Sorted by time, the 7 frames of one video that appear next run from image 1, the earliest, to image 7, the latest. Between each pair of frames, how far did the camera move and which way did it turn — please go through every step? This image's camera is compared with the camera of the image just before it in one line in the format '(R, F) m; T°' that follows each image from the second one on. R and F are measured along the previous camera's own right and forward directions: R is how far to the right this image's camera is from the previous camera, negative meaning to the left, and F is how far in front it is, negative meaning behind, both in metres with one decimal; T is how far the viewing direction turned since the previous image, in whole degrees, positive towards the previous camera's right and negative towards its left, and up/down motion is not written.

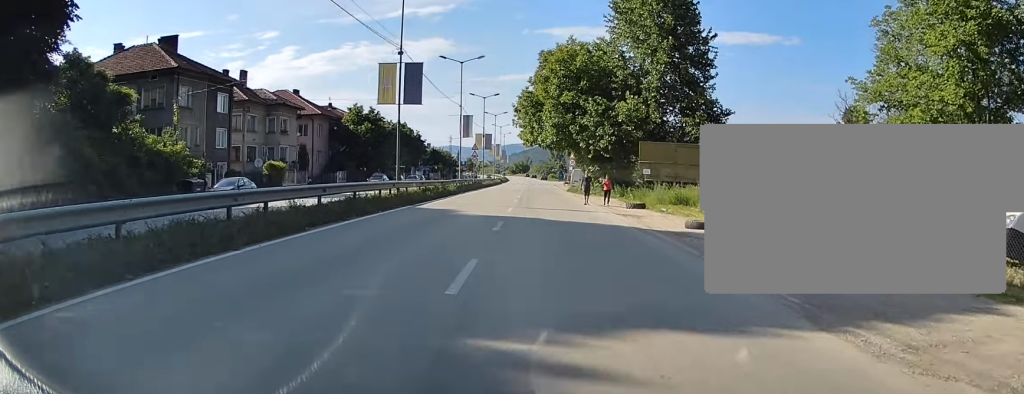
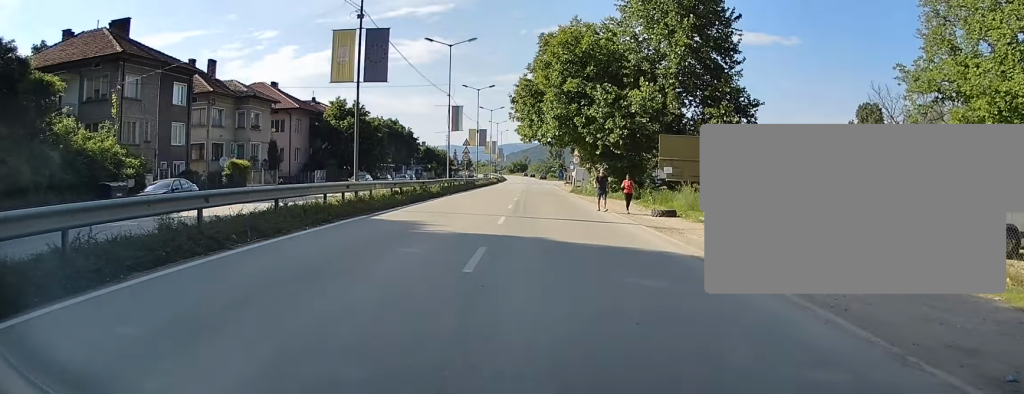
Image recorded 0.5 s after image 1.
(-0.1, +7.5) m; 0°
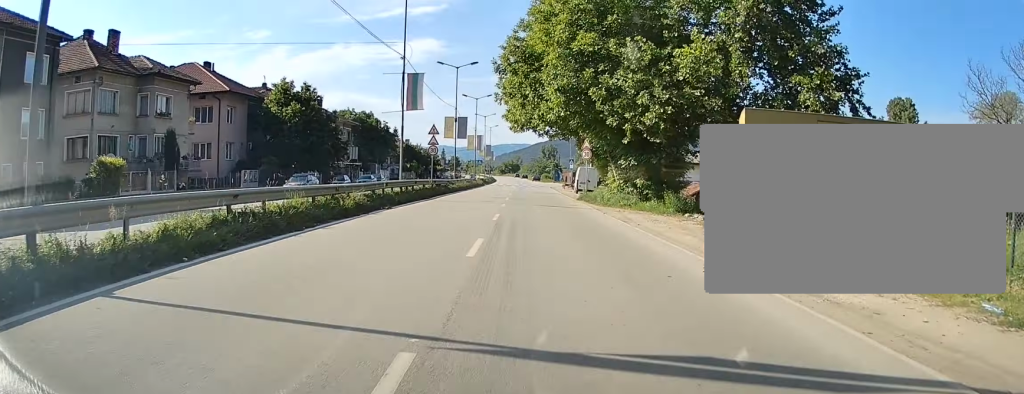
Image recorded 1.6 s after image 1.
(+0.3, +16.5) m; +1°
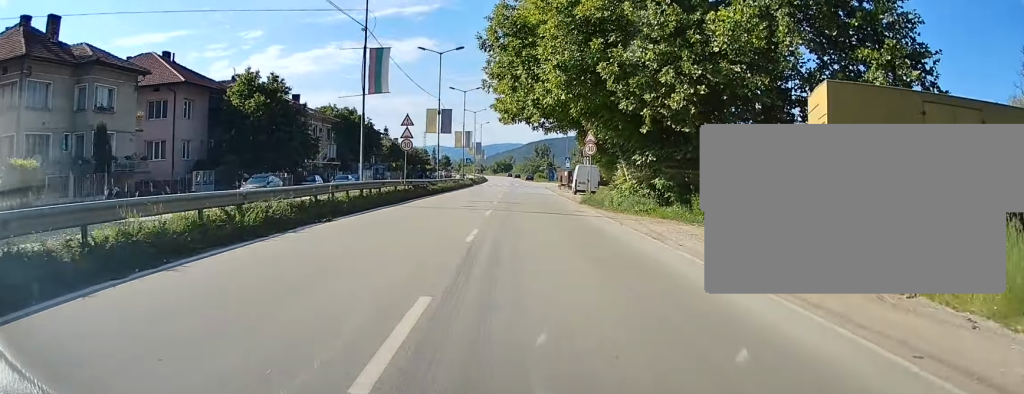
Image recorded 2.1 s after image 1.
(0.0, +6.9) m; 0°
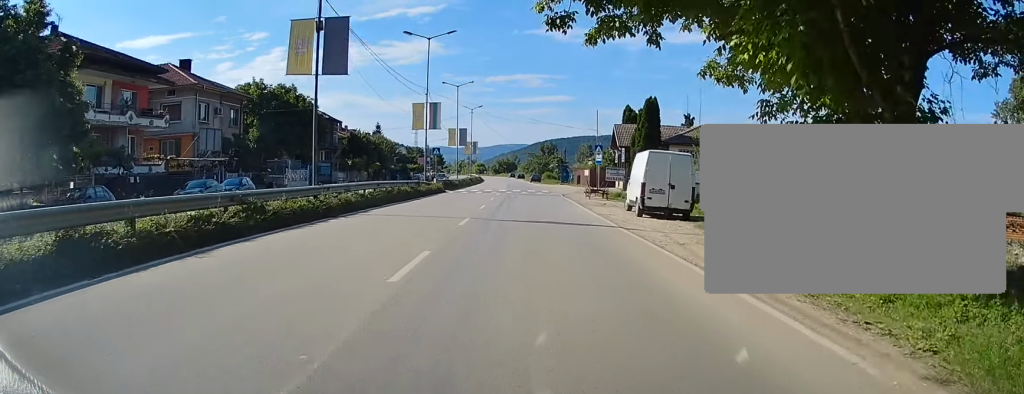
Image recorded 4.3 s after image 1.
(-0.2, +32.0) m; 0°
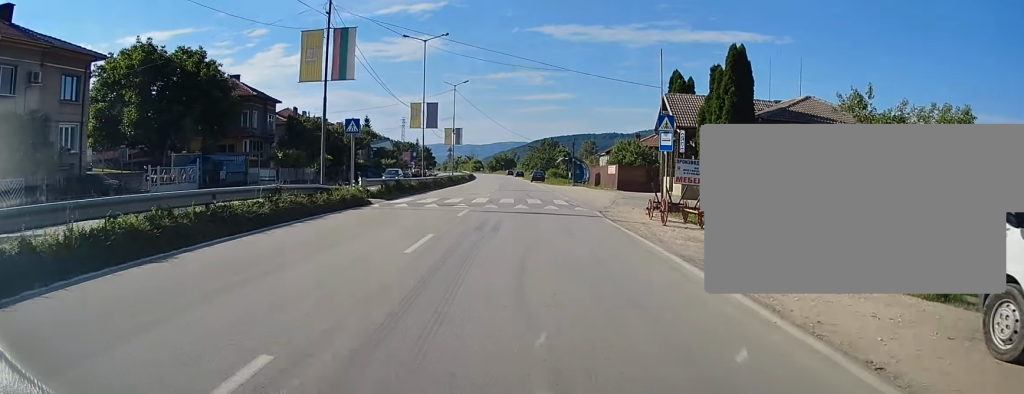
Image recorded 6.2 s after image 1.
(+0.5, +24.4) m; +1°
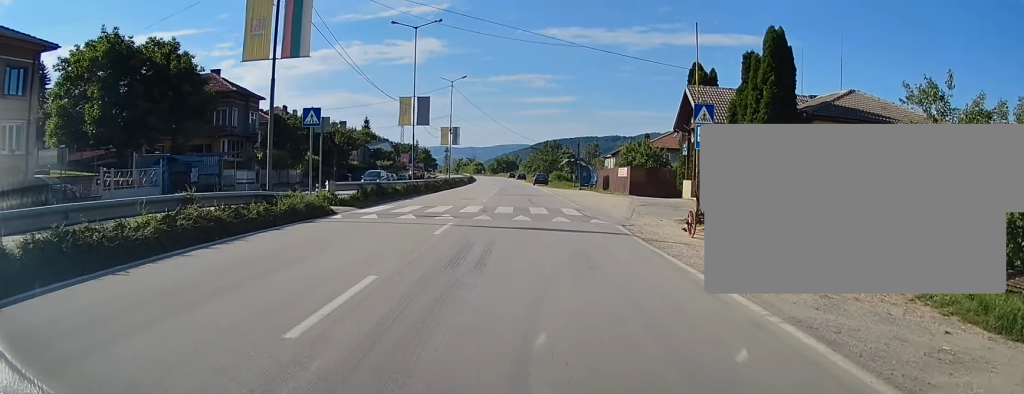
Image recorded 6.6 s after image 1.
(0.0, +5.2) m; -1°
